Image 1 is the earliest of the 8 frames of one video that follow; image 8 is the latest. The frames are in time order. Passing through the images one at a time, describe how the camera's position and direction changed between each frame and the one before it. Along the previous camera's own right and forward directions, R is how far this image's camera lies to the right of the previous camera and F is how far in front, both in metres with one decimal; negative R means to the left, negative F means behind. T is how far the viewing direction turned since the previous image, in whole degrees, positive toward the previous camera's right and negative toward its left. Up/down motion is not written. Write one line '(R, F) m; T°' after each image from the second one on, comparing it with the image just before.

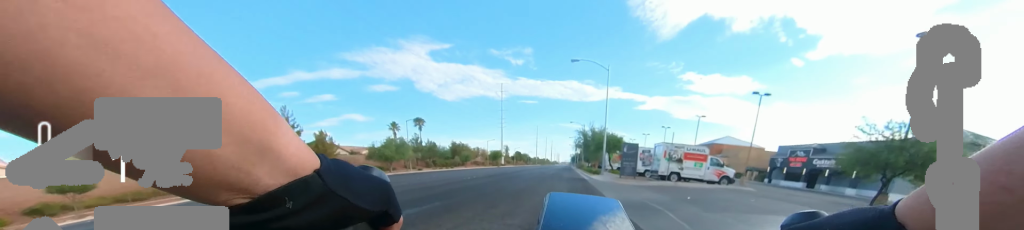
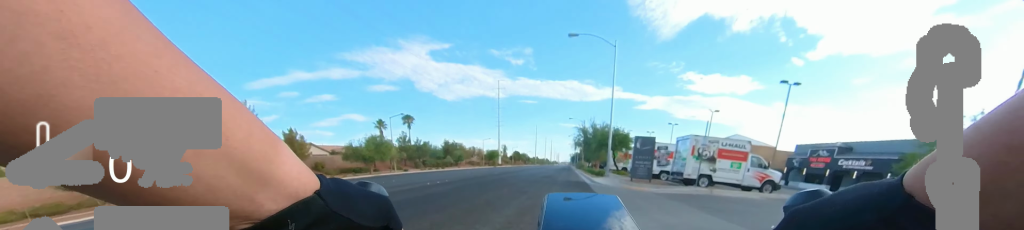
(0.0, +5.1) m; 0°
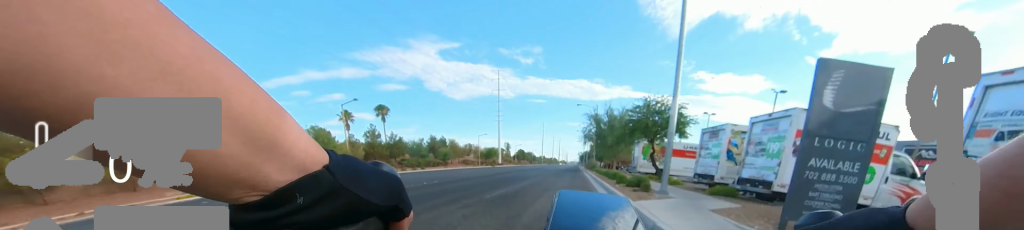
(0.0, +13.1) m; 0°
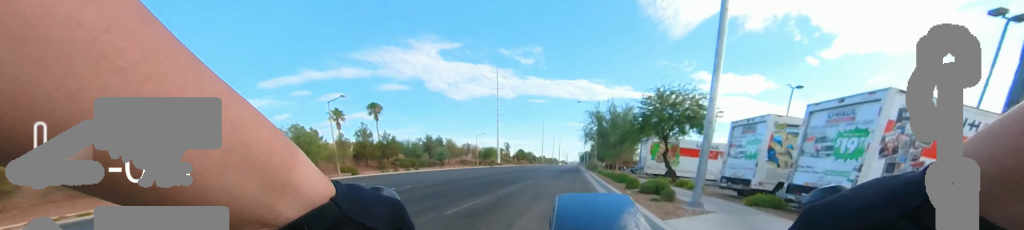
(0.0, +2.4) m; 0°
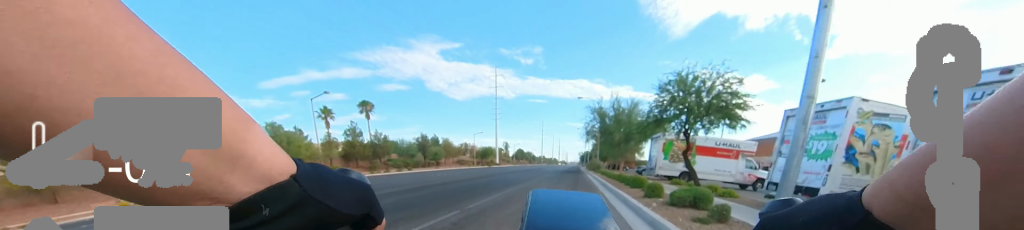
(0.0, +2.6) m; 0°
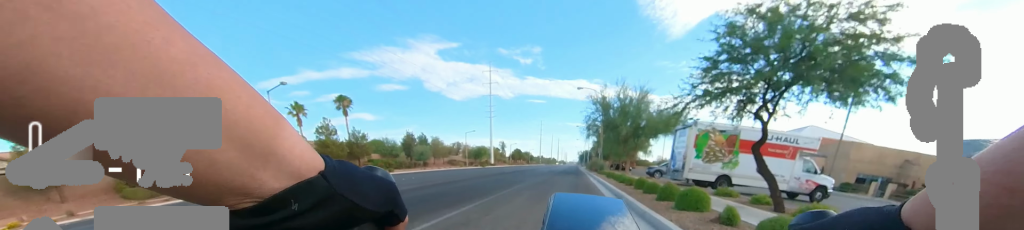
(0.0, +5.3) m; 0°
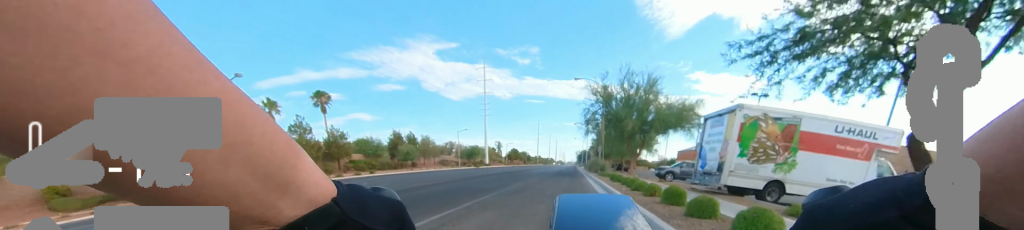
(0.0, +4.0) m; 0°
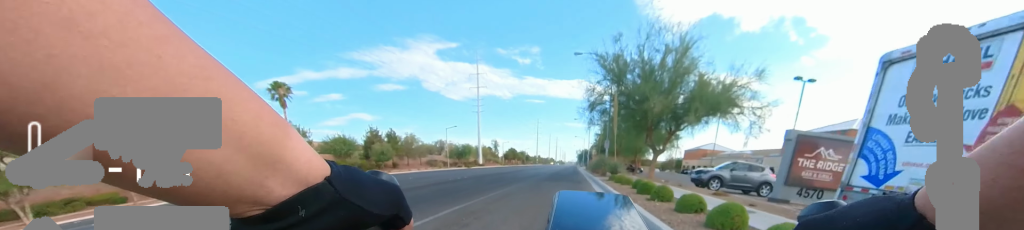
(0.0, +7.1) m; 0°
